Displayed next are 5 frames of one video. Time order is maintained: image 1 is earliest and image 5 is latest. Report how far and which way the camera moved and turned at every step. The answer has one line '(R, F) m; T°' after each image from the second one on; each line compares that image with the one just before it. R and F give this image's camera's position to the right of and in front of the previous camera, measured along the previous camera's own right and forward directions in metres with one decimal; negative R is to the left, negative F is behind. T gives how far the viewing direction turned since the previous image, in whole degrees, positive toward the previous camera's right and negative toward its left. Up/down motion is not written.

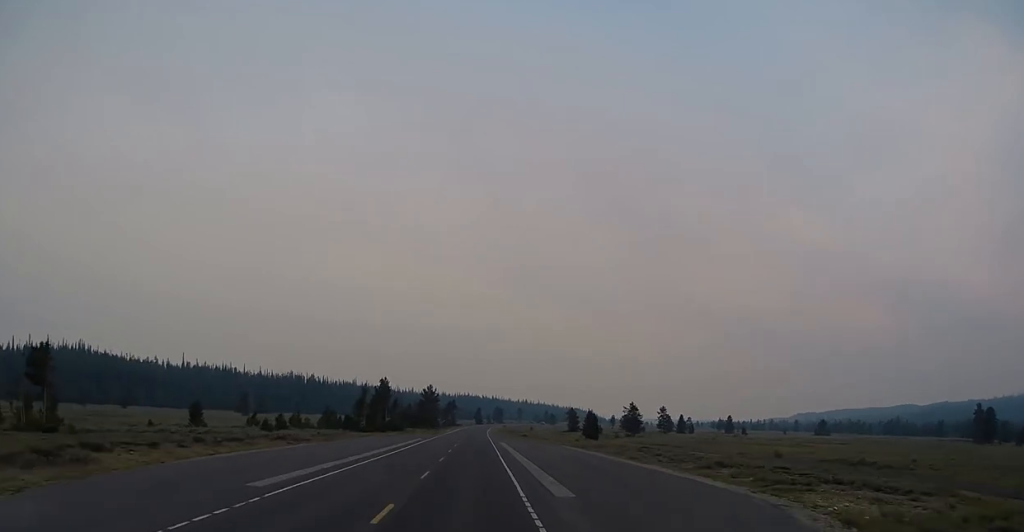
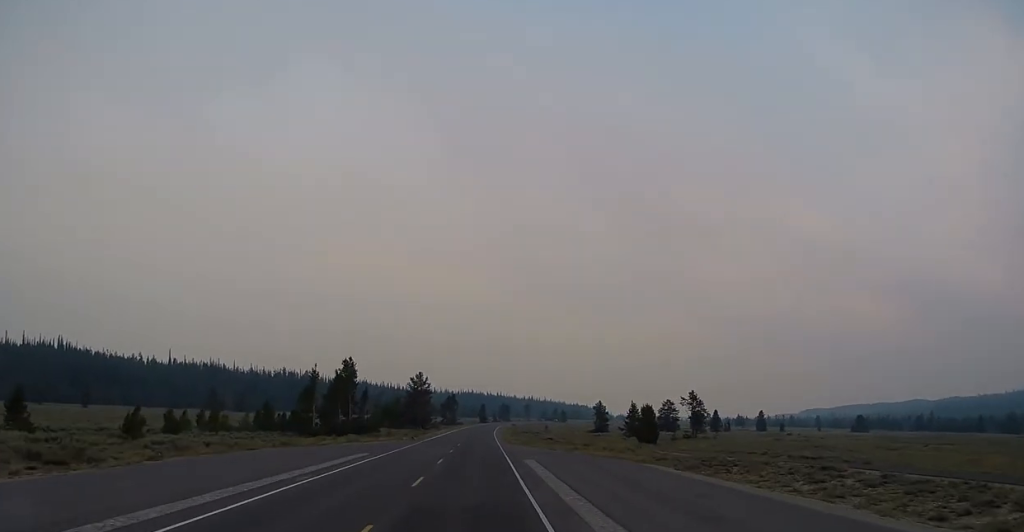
(0.0, +39.6) m; 0°
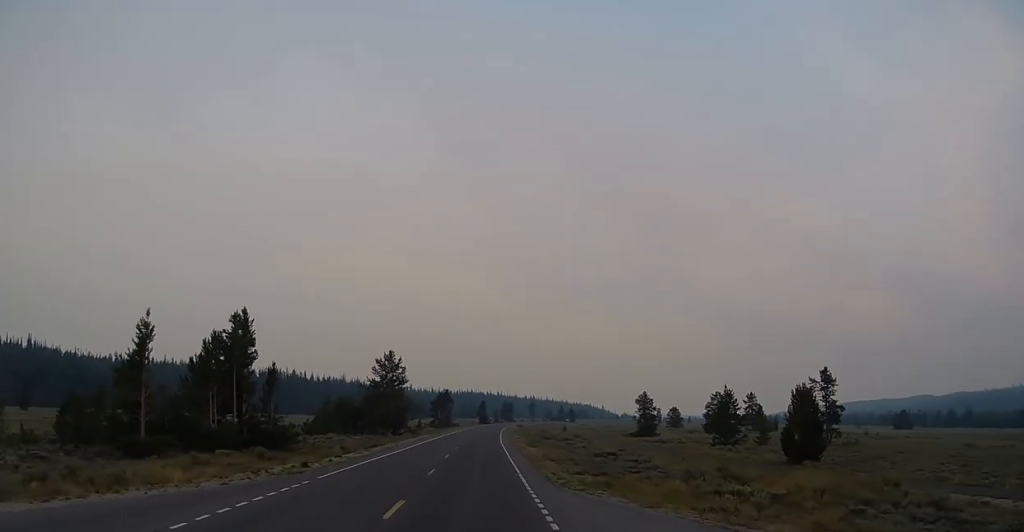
(-0.3, +43.8) m; -1°
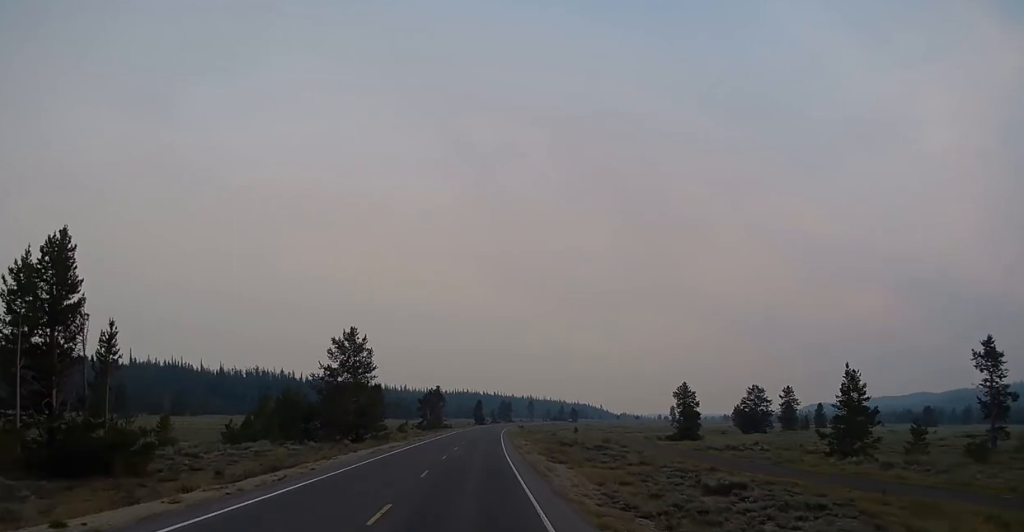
(+0.1, +26.4) m; 0°
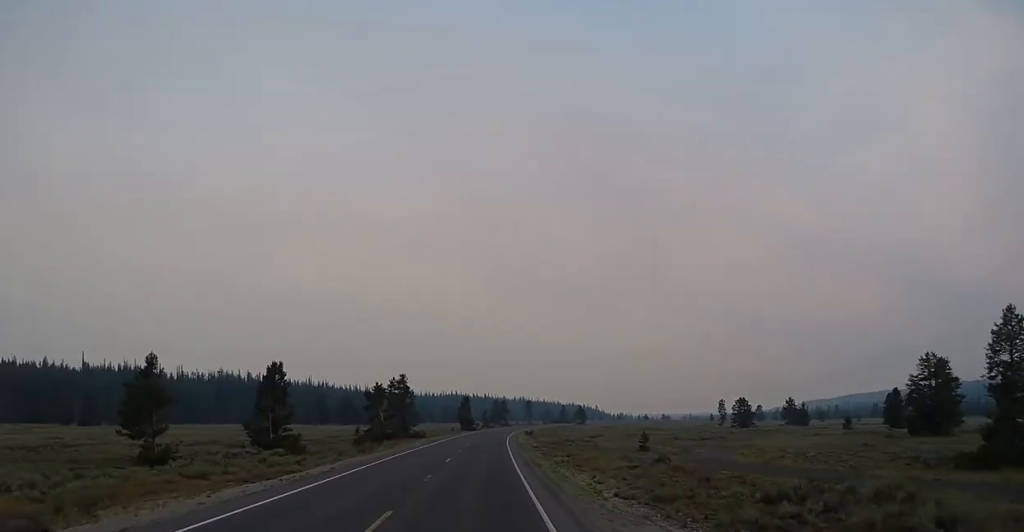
(+1.1, +60.4) m; +1°
